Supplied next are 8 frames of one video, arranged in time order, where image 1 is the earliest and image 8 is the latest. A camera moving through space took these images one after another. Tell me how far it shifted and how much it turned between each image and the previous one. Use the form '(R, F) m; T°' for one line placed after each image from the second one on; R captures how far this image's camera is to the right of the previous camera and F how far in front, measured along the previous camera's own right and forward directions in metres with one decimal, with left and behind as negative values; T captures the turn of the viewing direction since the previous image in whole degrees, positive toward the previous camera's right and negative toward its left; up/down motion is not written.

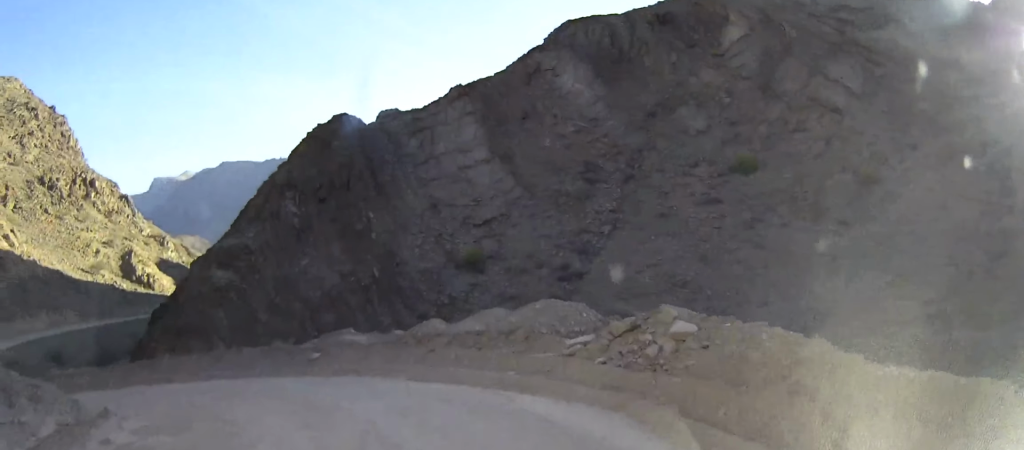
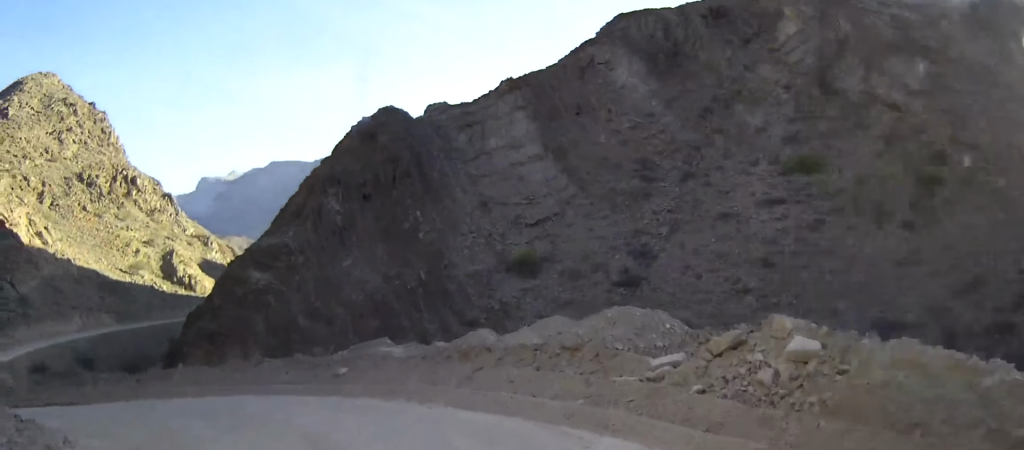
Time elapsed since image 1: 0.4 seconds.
(0.0, +3.1) m; -4°
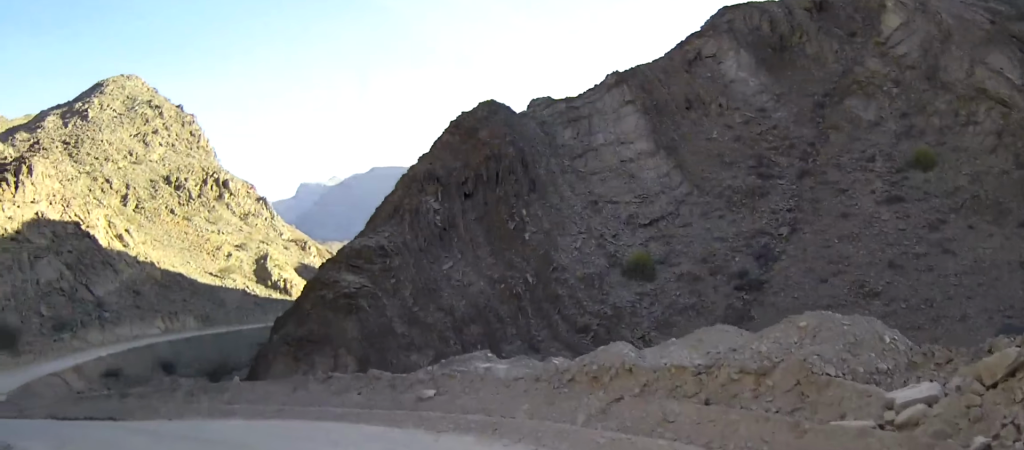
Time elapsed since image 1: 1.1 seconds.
(-0.3, +4.2) m; -10°
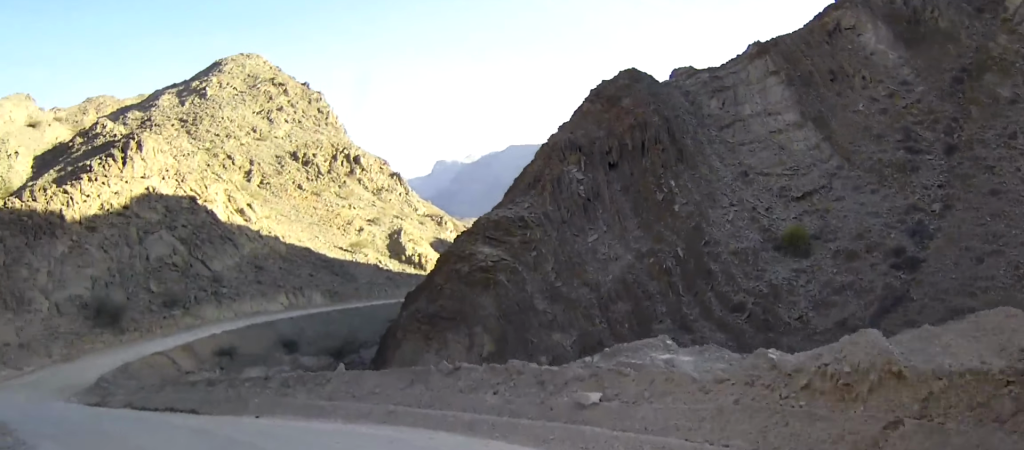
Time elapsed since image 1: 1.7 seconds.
(-0.4, +3.5) m; -12°
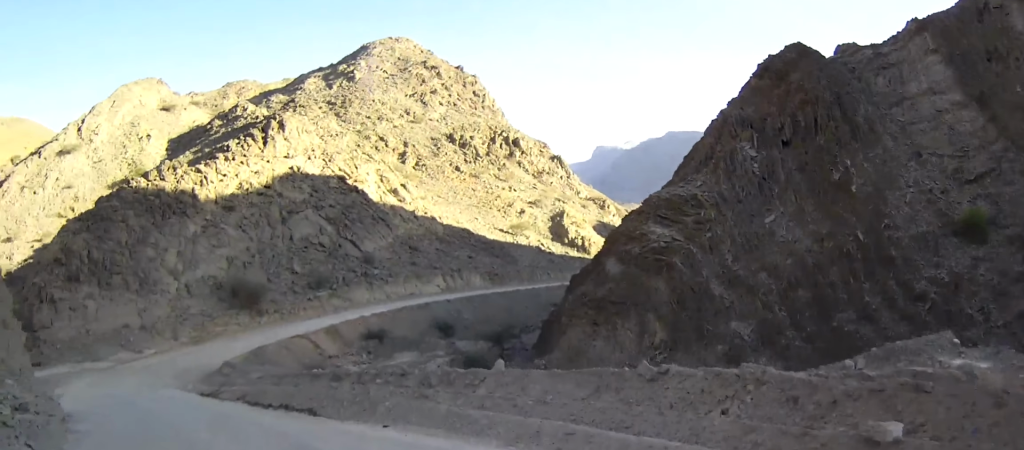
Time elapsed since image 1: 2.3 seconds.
(0.0, +3.3) m; -12°
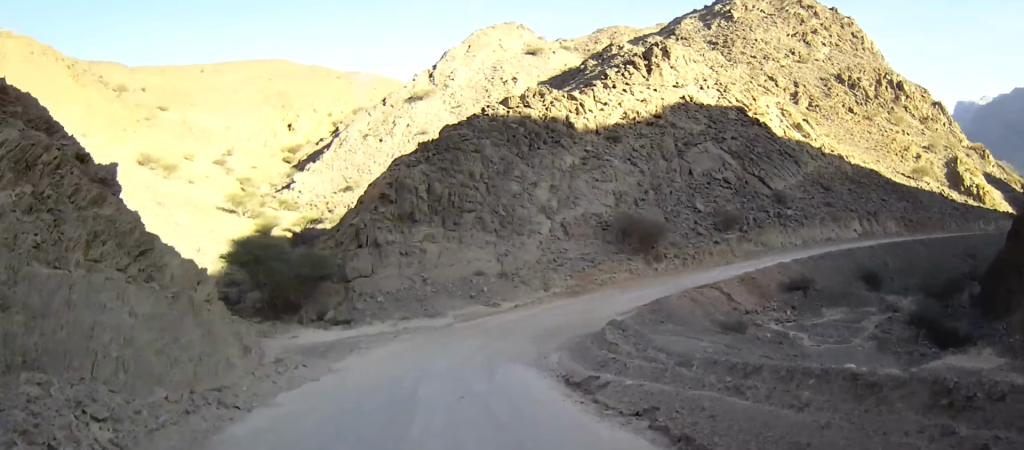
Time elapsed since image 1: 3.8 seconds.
(-2.9, +10.4) m; -24°
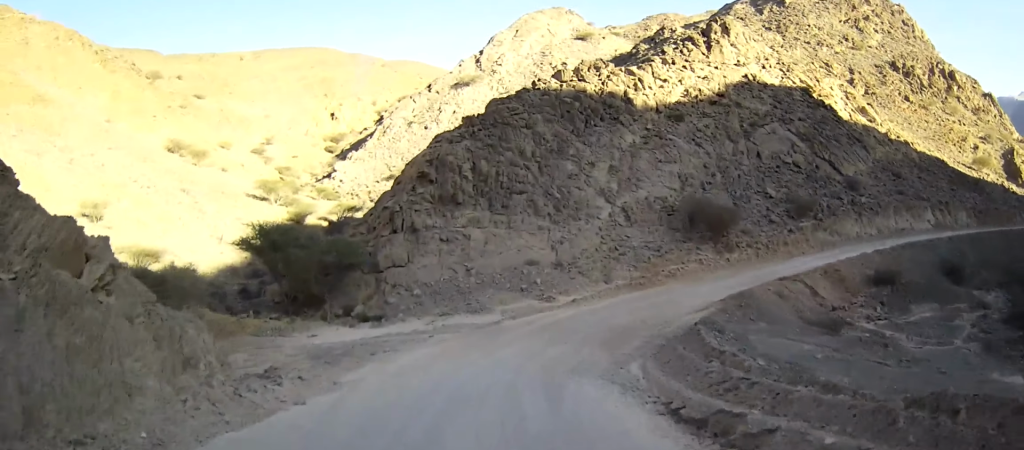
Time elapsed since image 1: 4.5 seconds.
(-0.3, +5.4) m; -6°
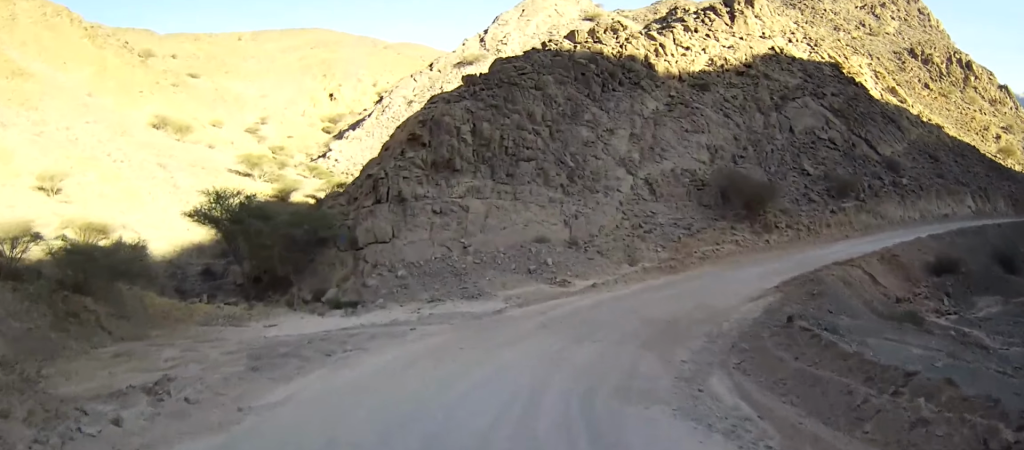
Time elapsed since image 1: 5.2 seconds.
(-0.4, +6.3) m; -2°
